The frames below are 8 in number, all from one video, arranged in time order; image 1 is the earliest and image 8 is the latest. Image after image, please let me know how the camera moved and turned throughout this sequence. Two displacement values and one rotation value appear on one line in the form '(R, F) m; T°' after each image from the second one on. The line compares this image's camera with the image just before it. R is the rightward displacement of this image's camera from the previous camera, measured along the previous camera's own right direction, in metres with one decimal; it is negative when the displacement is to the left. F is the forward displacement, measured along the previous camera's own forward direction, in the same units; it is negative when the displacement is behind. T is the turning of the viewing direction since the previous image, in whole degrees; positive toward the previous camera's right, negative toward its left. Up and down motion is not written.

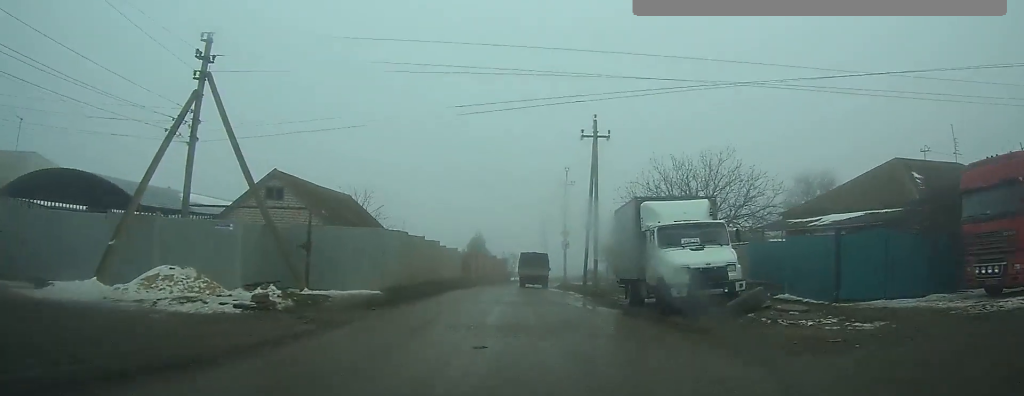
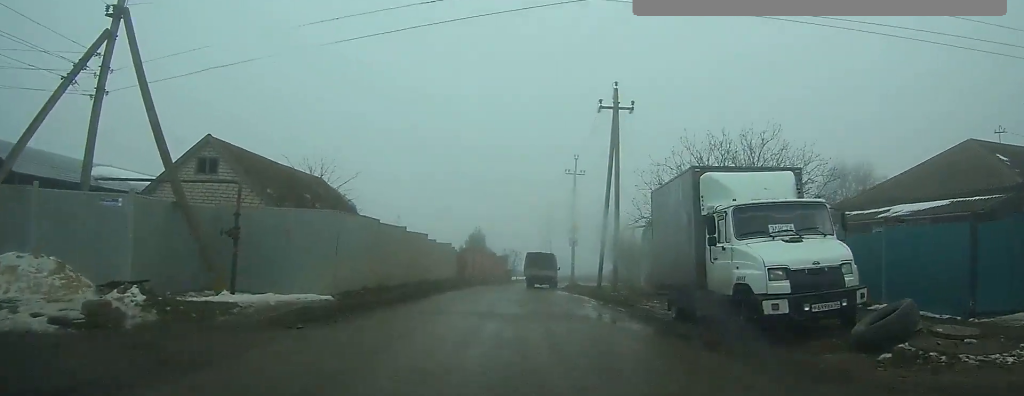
(+0.1, +5.6) m; 0°
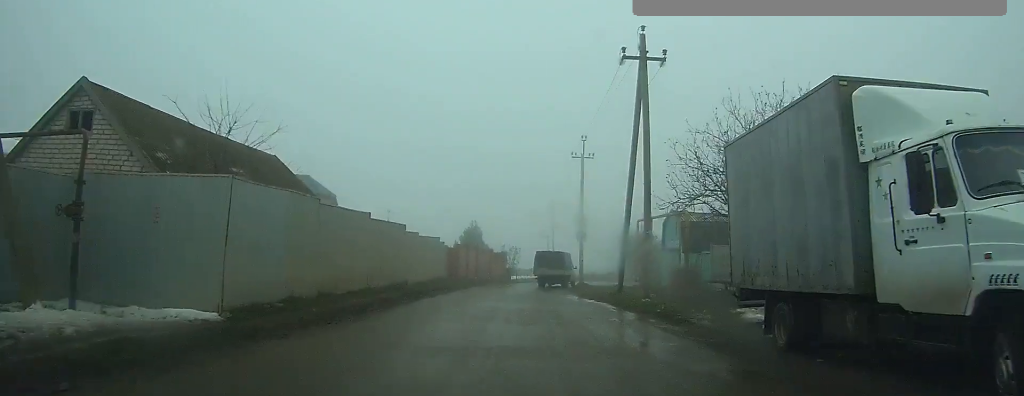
(0.0, +5.8) m; 0°
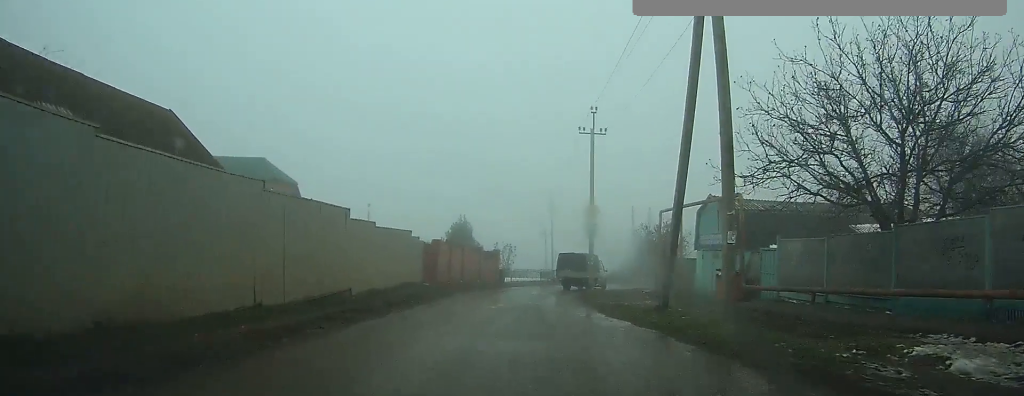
(0.0, +7.4) m; 0°
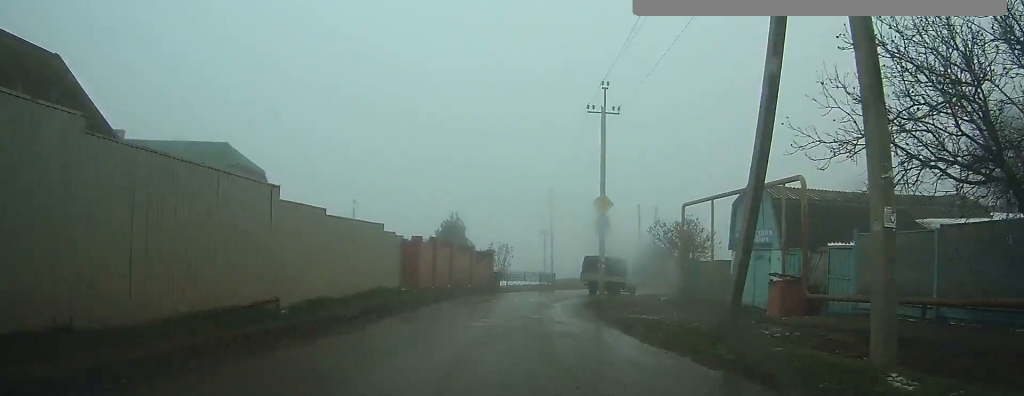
(0.0, +4.7) m; 0°
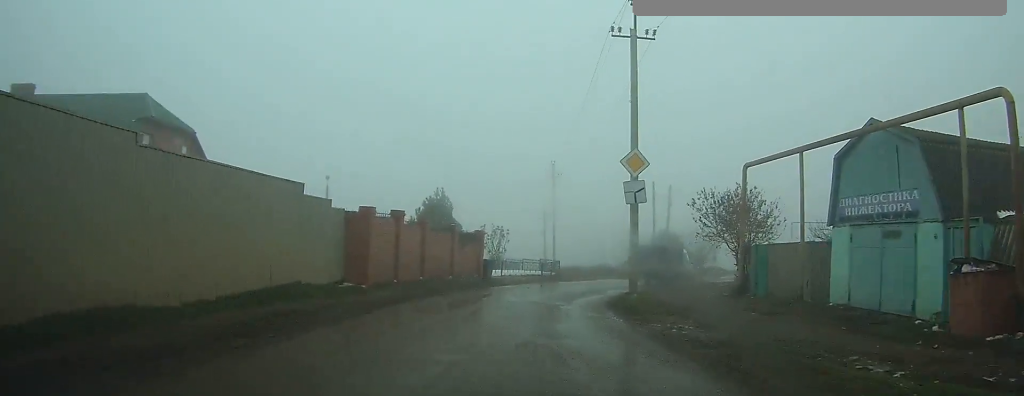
(0.0, +7.2) m; +1°
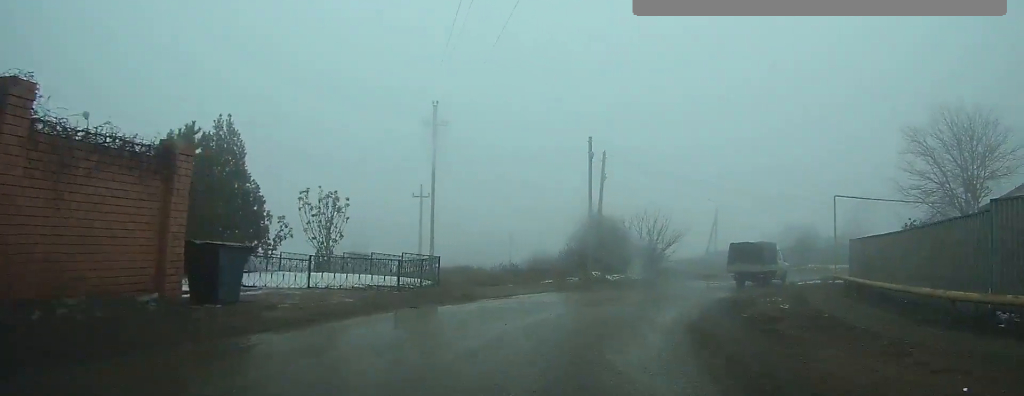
(+1.5, +17.3) m; +13°
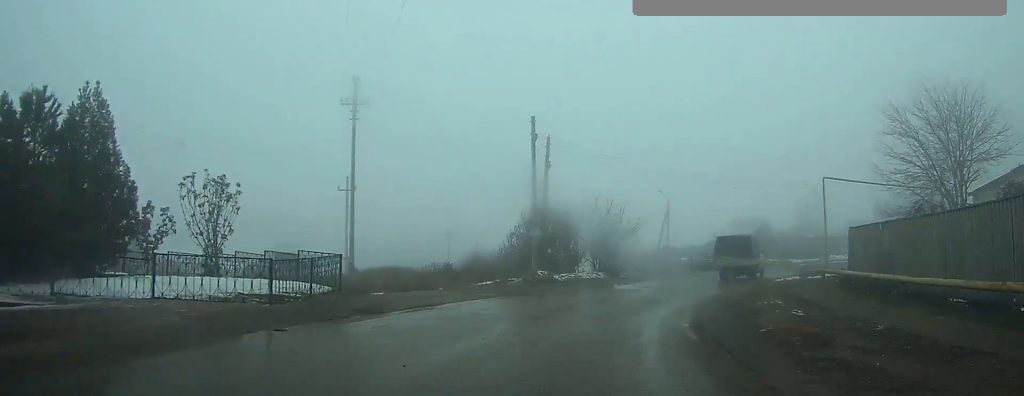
(+0.1, +3.6) m; +4°
